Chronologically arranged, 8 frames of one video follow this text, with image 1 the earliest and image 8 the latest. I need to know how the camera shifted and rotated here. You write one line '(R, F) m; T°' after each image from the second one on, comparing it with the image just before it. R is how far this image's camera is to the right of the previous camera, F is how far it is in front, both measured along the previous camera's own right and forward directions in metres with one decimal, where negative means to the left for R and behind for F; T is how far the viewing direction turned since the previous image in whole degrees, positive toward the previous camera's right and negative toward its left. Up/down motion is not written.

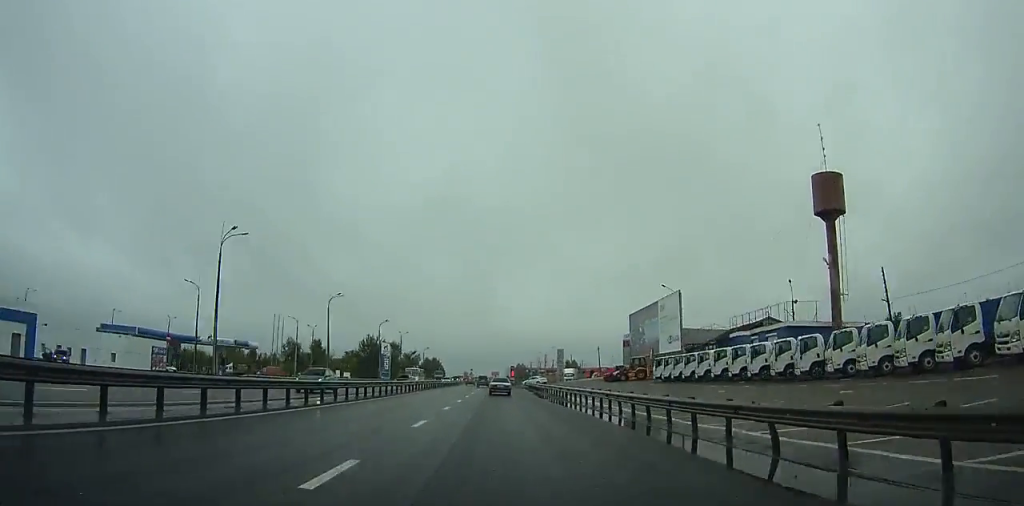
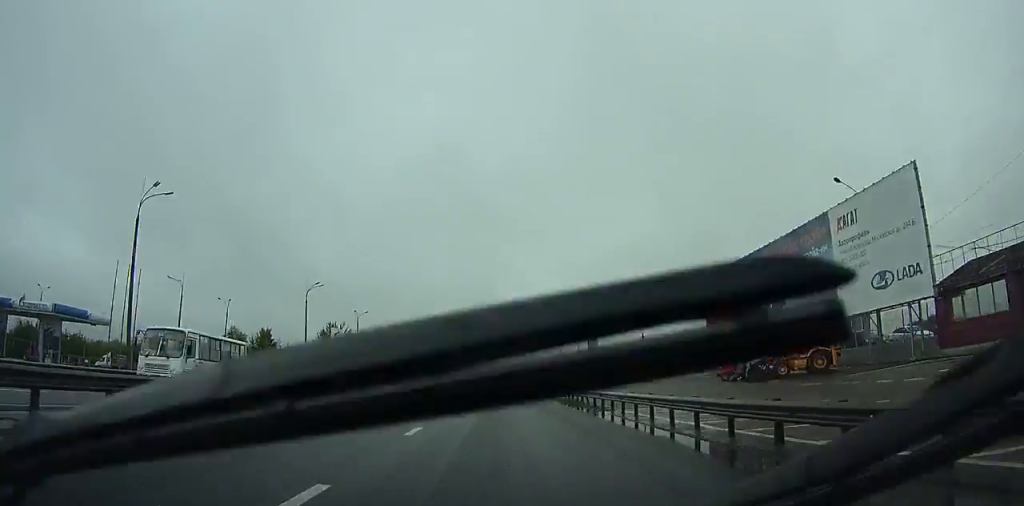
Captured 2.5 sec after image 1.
(0.0, +41.5) m; 0°
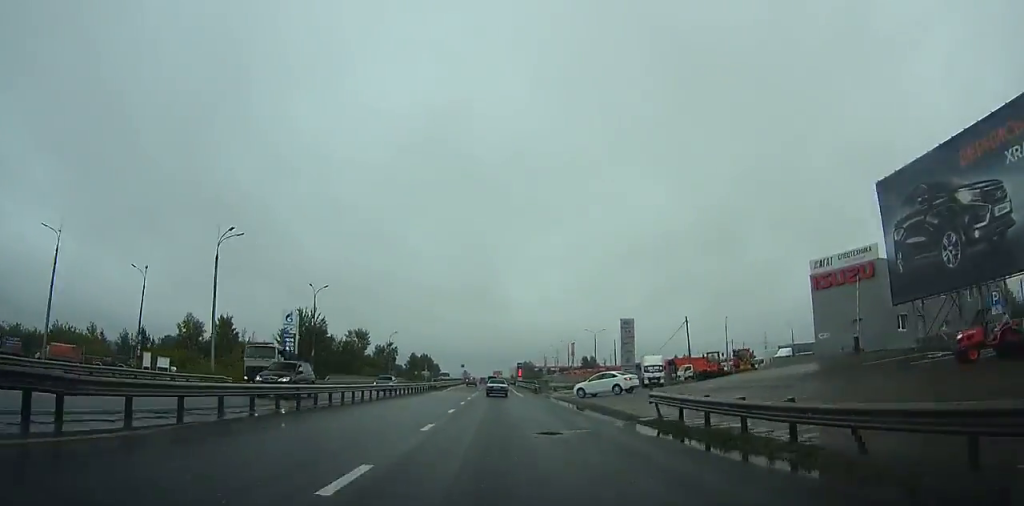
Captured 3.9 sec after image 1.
(+0.1, +22.1) m; 0°
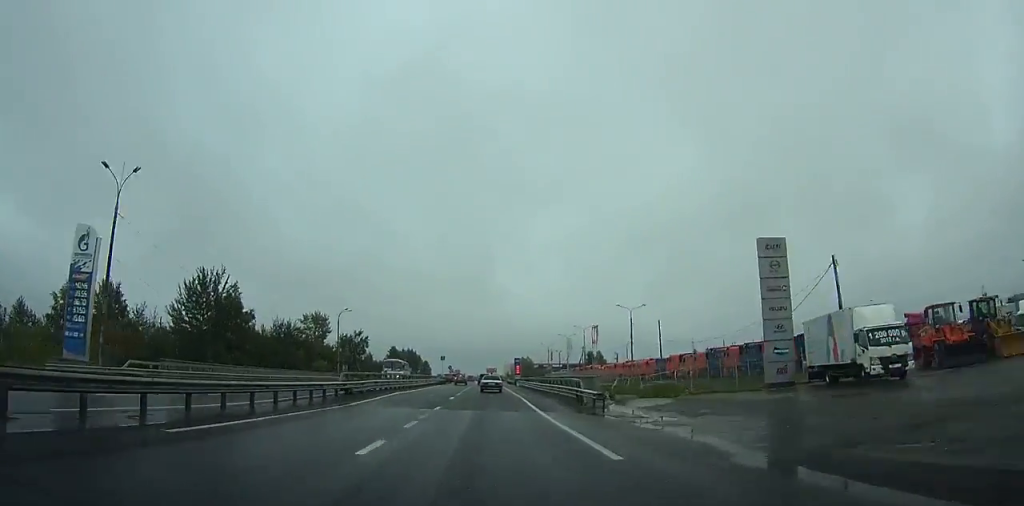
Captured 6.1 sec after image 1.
(+0.1, +36.8) m; 0°
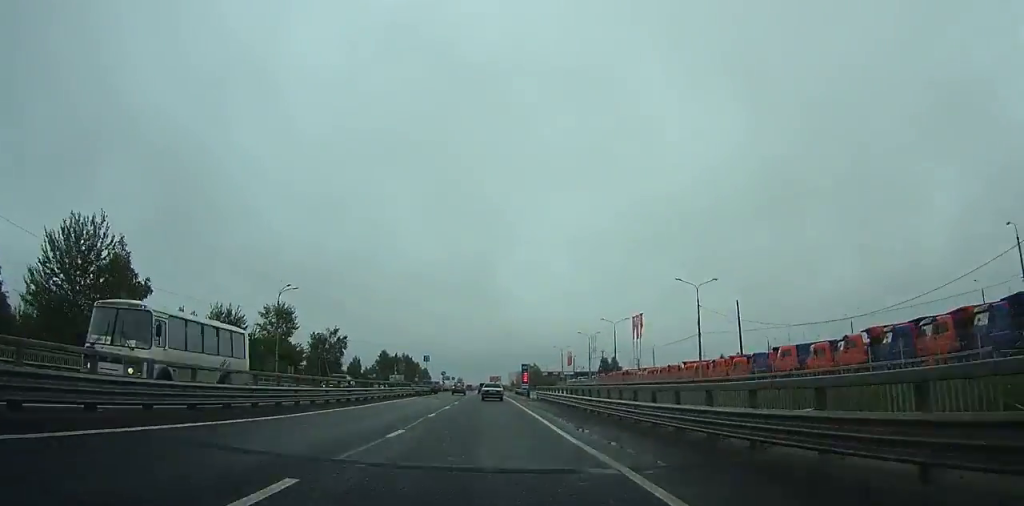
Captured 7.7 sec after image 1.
(-0.1, +26.9) m; 0°
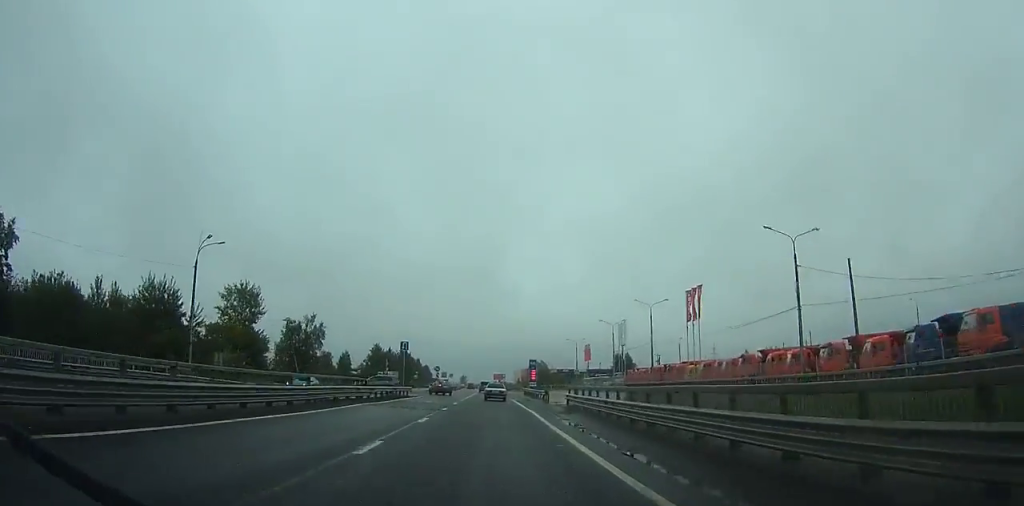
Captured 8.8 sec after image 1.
(0.0, +19.3) m; 0°
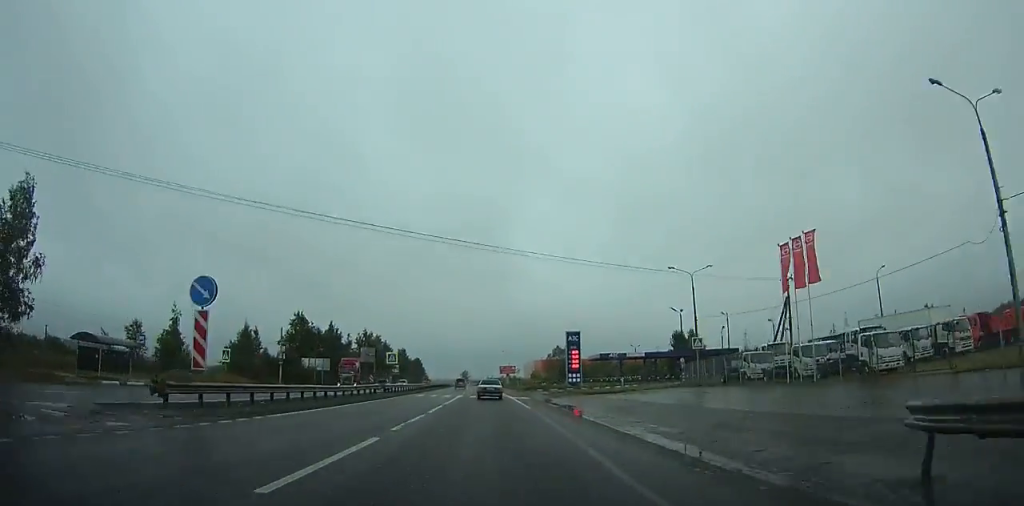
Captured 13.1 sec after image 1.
(-0.4, +74.1) m; -1°
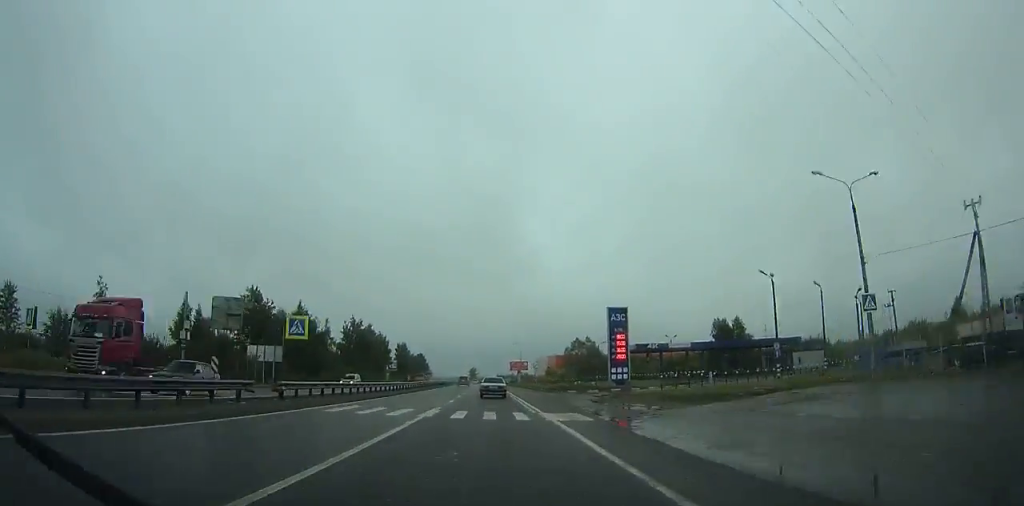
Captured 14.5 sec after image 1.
(0.0, +25.0) m; -1°
